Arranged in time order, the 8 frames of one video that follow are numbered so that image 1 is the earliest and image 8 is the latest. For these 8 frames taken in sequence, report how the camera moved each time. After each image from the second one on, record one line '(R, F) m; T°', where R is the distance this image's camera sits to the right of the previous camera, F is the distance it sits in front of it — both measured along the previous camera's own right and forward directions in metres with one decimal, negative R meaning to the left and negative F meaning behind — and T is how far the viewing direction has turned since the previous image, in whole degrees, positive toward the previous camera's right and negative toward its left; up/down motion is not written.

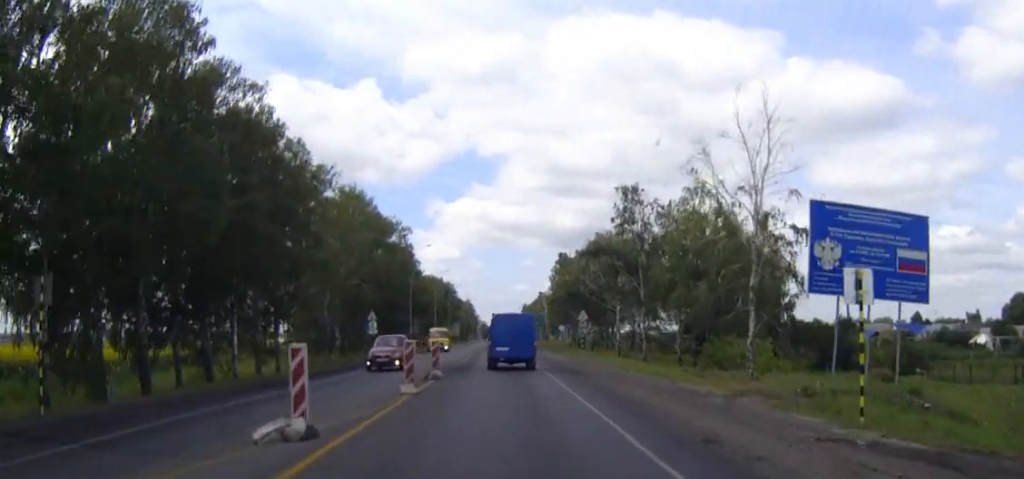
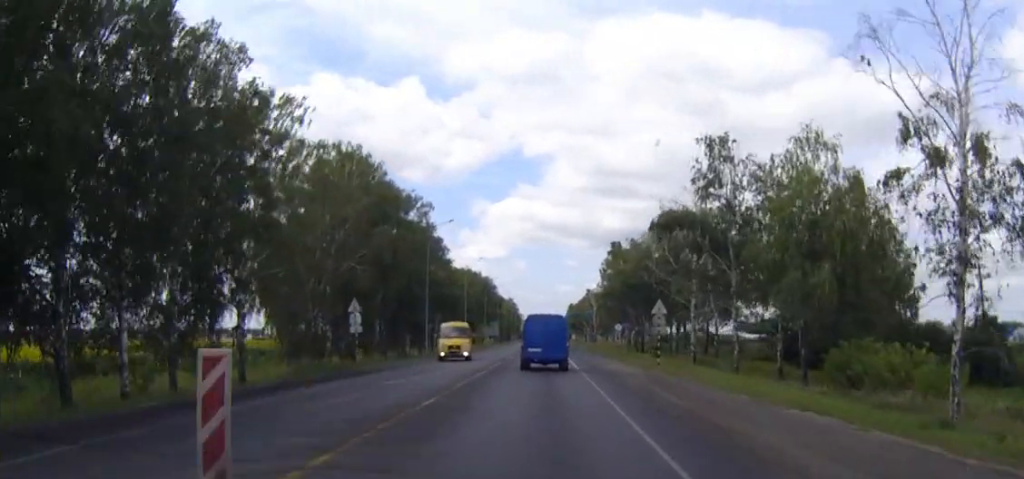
(-0.4, +20.1) m; -2°
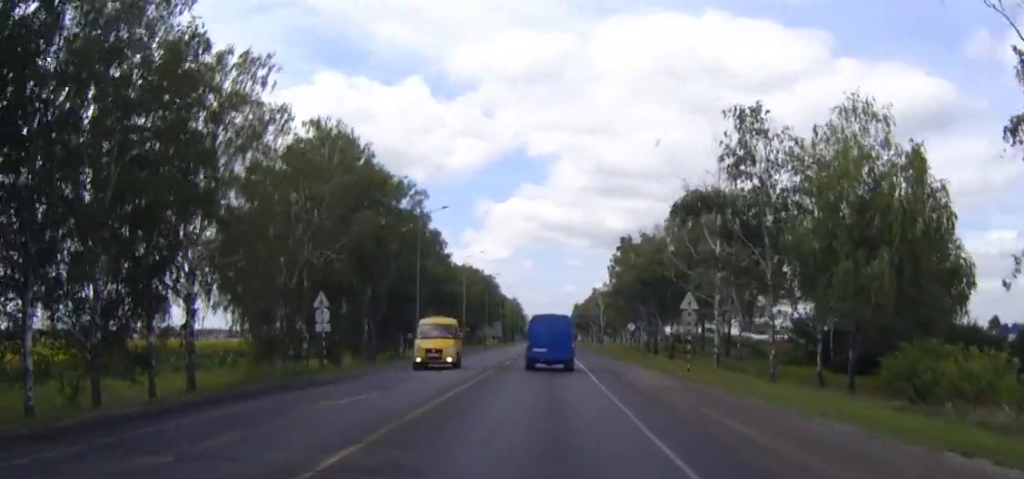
(-0.1, +7.9) m; -1°
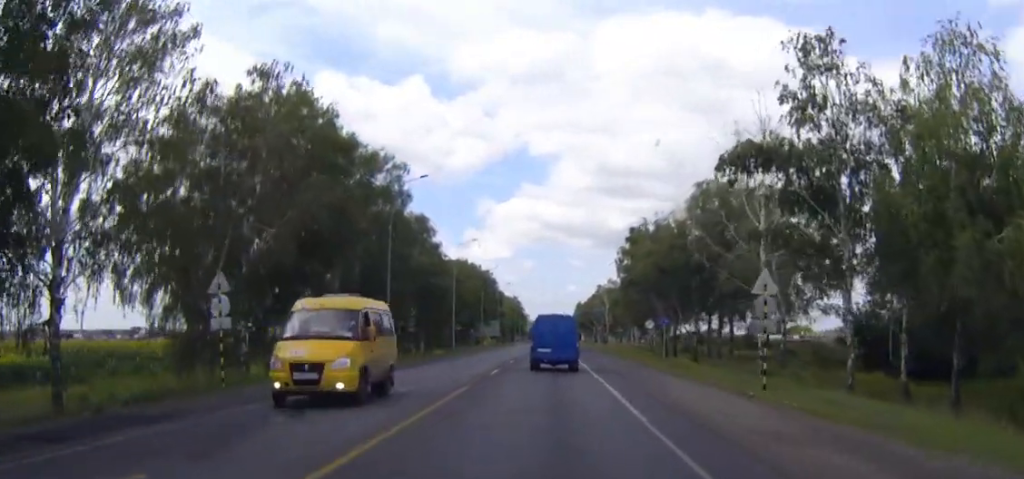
(-0.1, +12.7) m; -1°
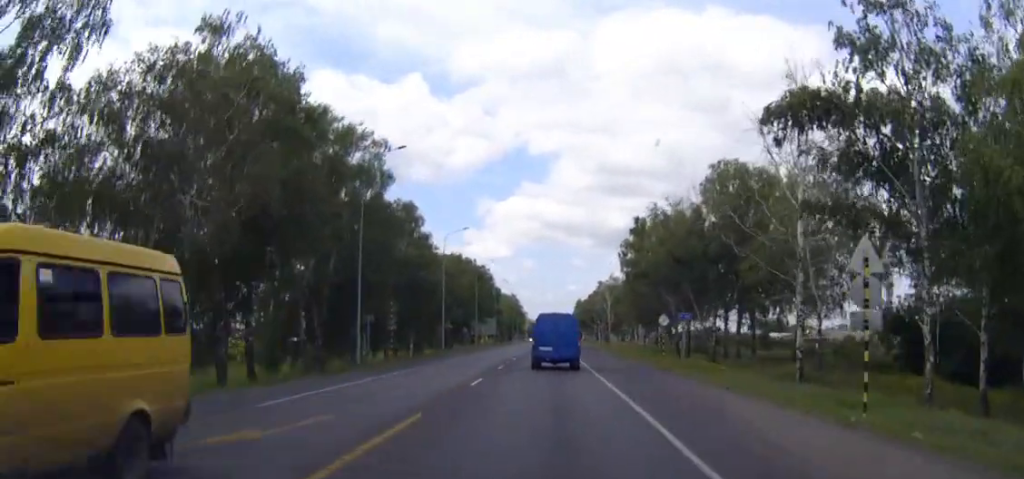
(0.0, +8.0) m; 0°
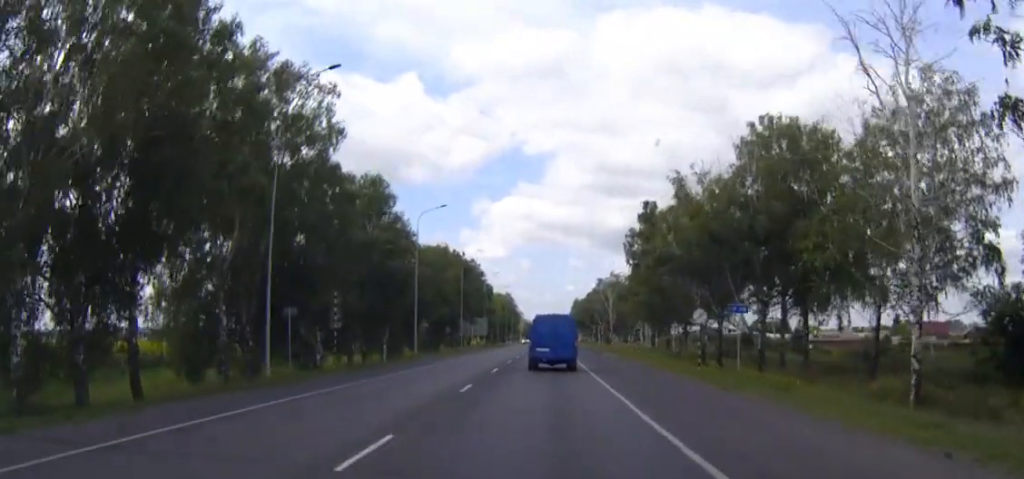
(0.0, +14.6) m; 0°
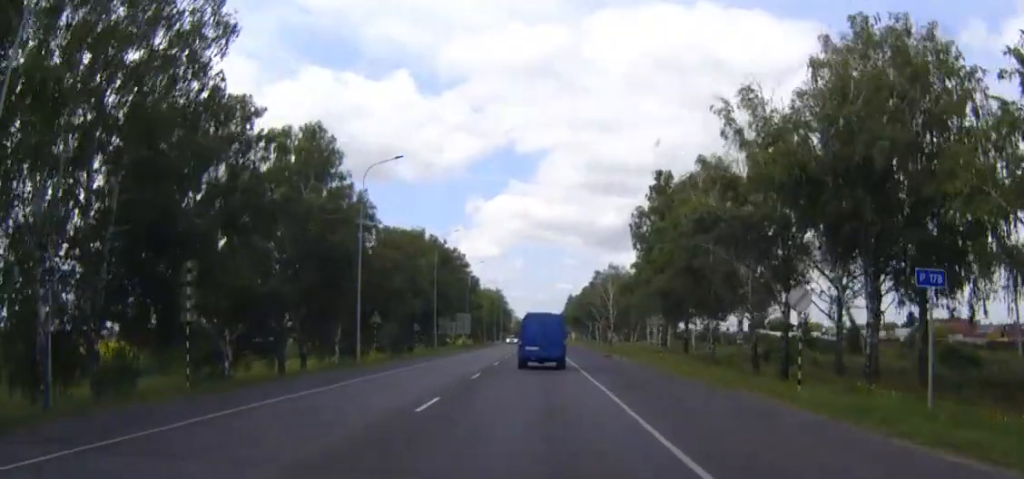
(+0.1, +17.8) m; +1°
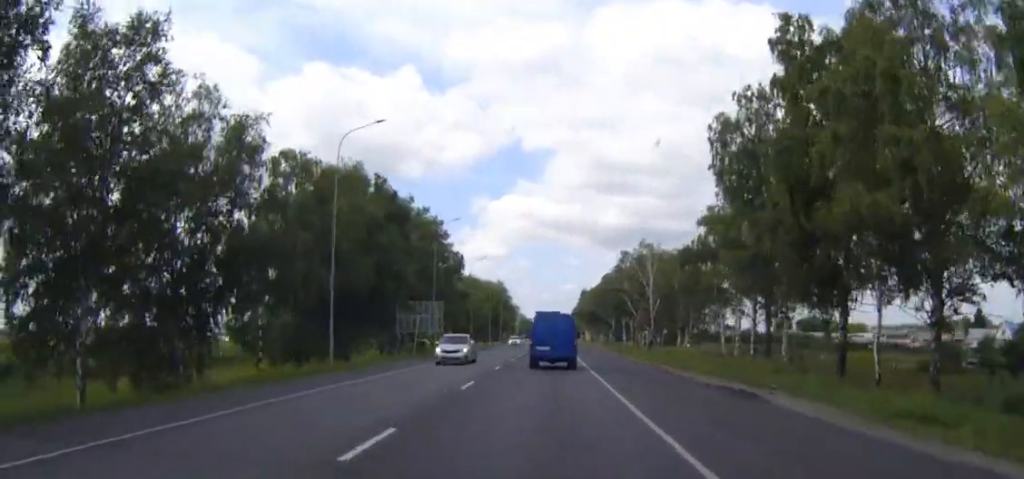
(-0.2, +42.4) m; 0°
